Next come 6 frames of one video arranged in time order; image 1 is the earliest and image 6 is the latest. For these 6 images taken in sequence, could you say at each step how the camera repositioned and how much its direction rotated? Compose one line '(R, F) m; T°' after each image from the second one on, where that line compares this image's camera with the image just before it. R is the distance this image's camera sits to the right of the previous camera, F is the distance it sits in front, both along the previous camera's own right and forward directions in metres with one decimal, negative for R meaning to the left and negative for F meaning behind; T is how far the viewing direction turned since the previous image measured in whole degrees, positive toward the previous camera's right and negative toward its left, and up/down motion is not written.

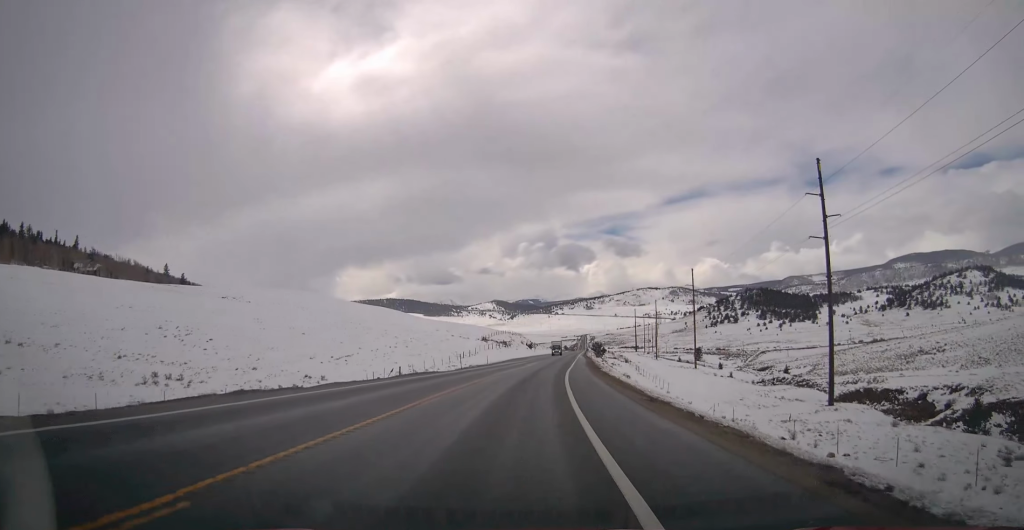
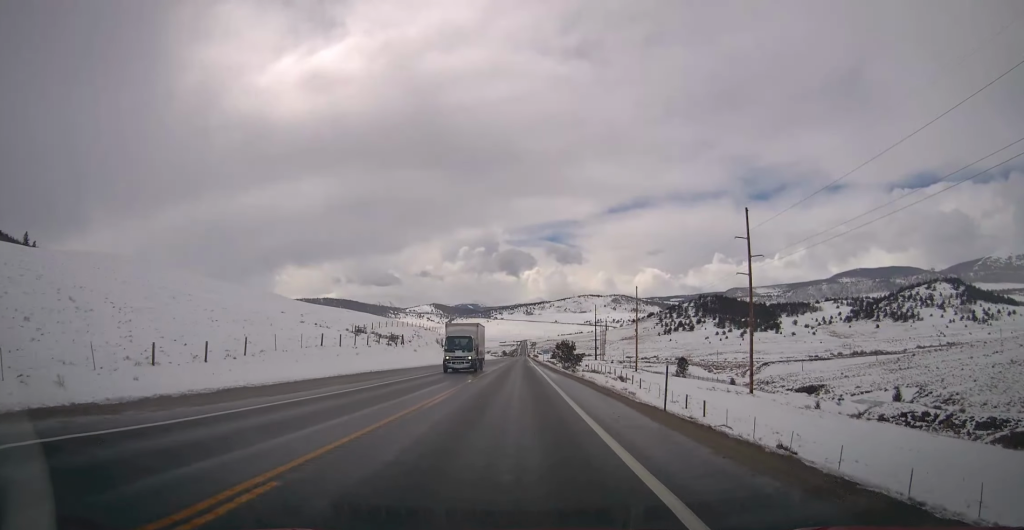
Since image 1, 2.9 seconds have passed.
(+5.4, +70.7) m; +7°
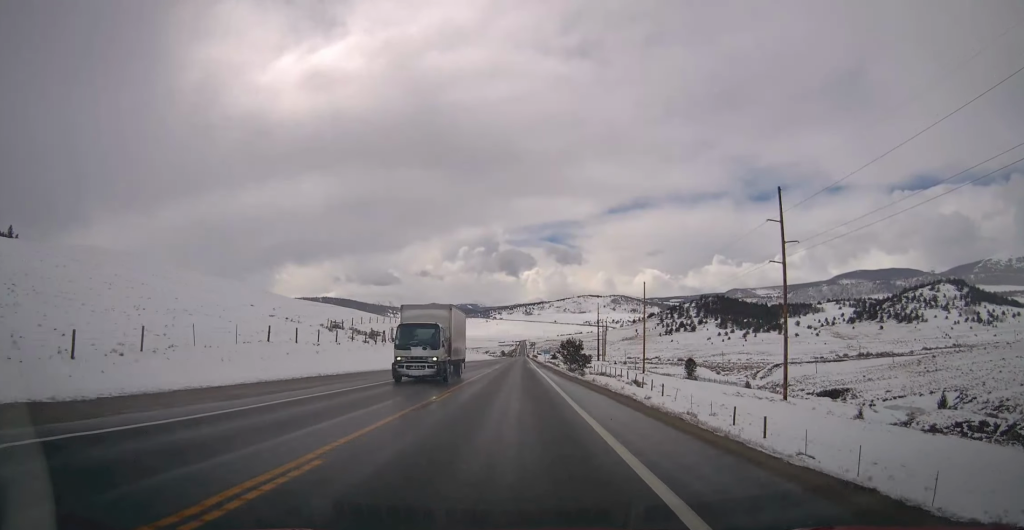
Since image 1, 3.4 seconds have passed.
(0.0, +11.3) m; 0°
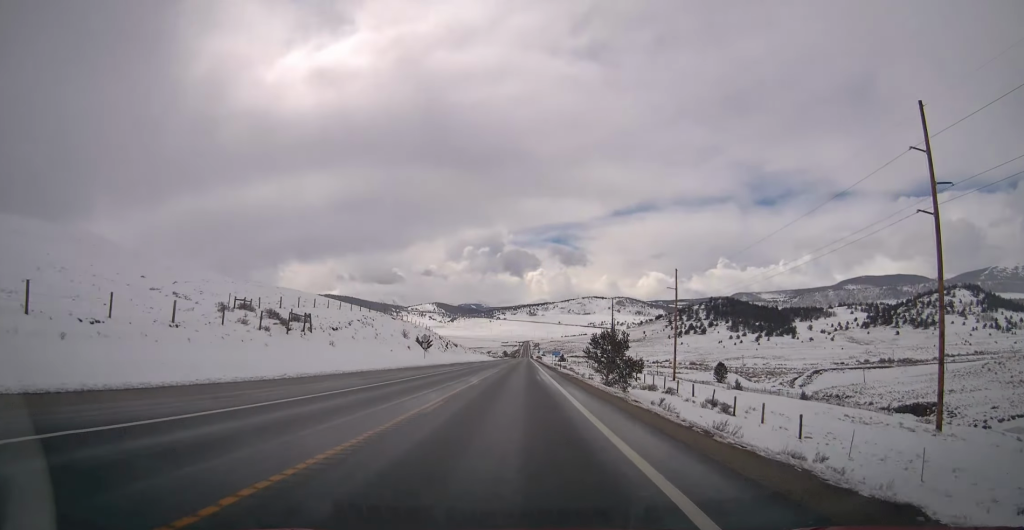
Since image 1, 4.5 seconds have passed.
(0.0, +27.7) m; 0°
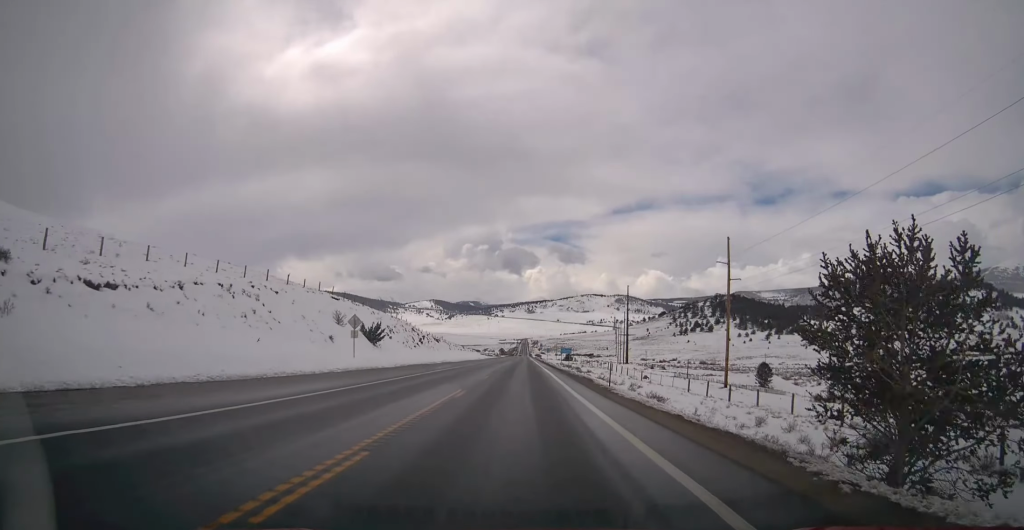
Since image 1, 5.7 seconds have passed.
(+0.1, +32.3) m; 0°
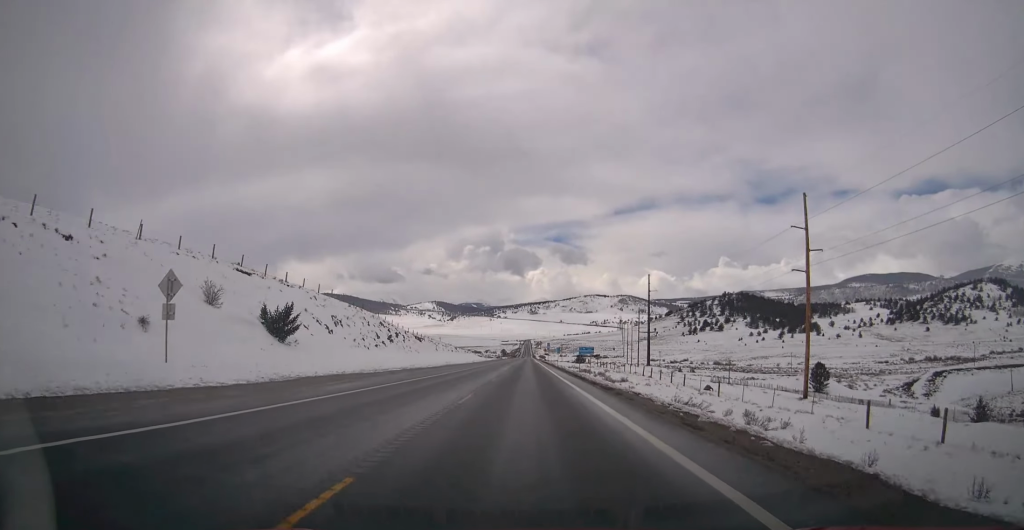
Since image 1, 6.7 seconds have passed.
(-0.1, +26.4) m; 0°
